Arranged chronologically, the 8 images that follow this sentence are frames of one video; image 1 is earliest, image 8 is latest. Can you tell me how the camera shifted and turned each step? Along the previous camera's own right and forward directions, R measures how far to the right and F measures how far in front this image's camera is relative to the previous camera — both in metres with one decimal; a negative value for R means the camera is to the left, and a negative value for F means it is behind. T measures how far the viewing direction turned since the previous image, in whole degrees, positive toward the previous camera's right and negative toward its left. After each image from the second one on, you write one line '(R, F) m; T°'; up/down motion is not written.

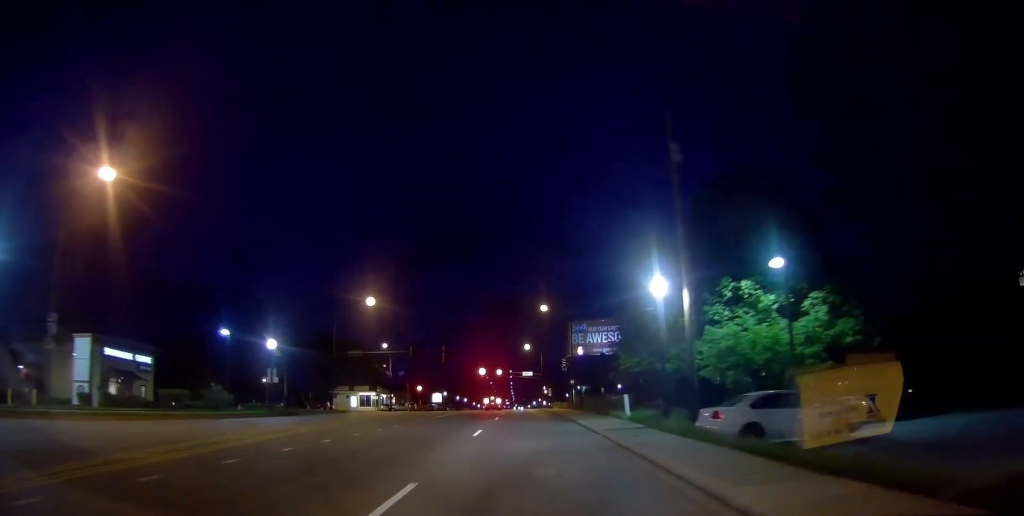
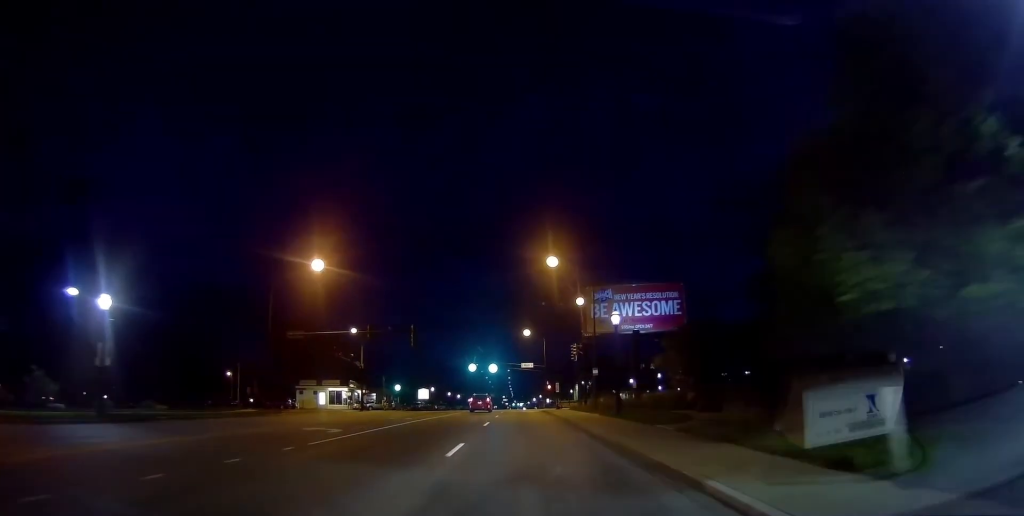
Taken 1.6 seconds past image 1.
(-0.5, +18.3) m; -2°
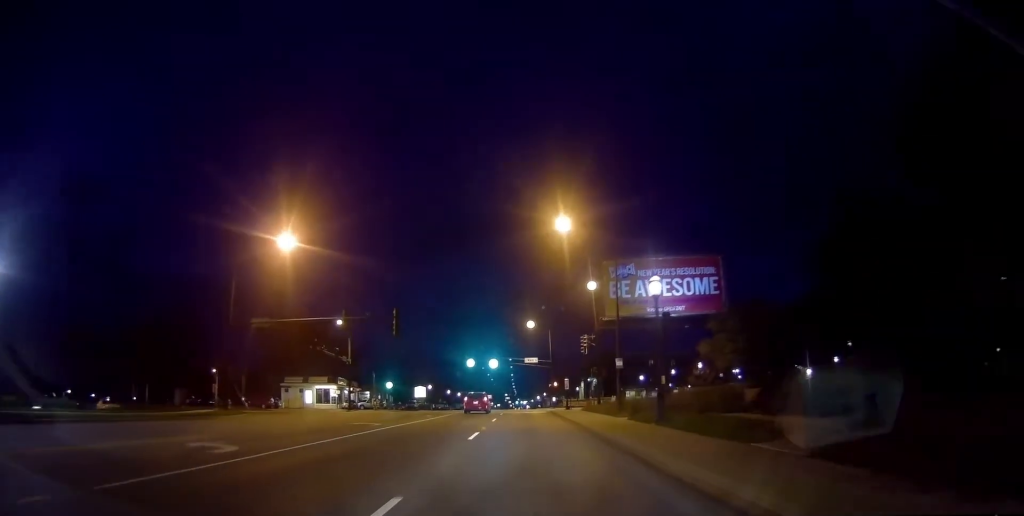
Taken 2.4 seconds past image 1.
(0.0, +8.2) m; 0°
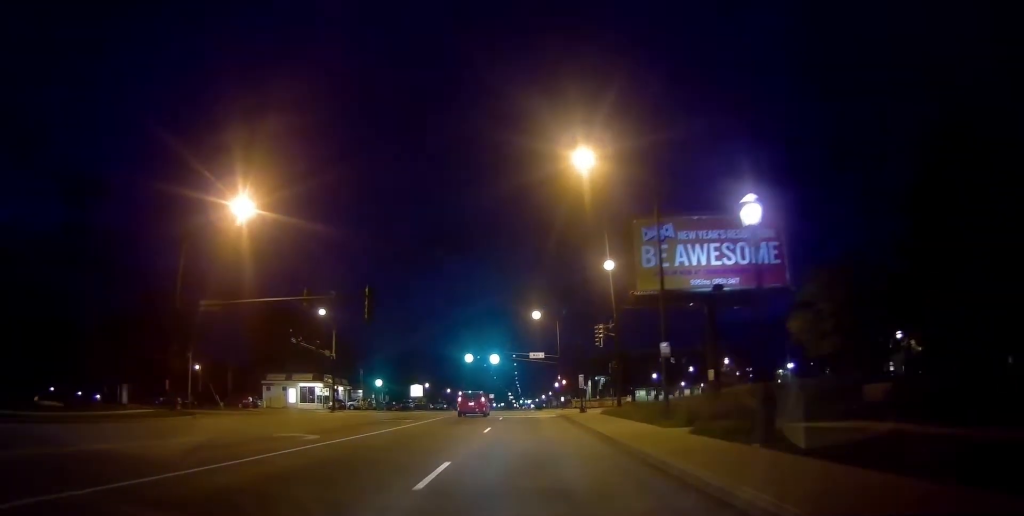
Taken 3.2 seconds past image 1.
(0.0, +8.5) m; 0°
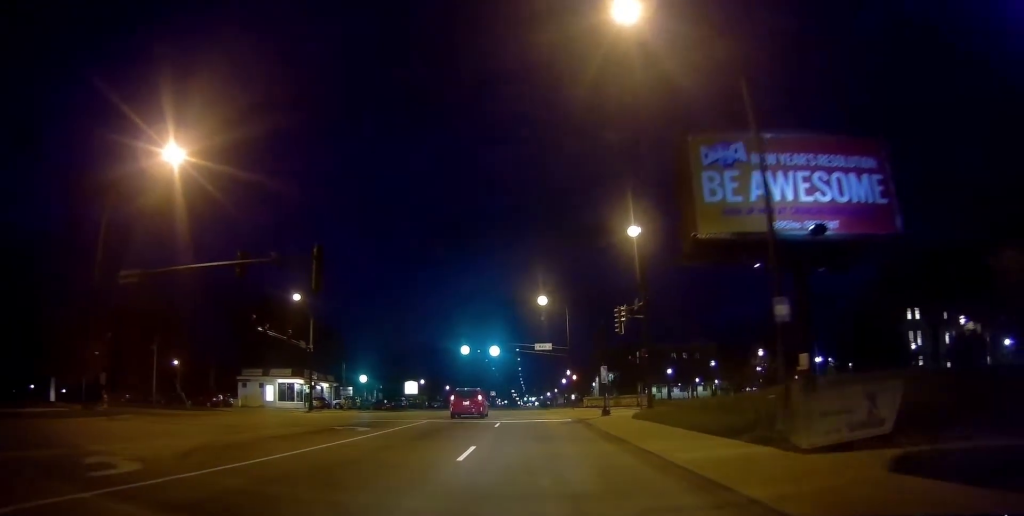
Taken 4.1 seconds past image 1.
(0.0, +9.2) m; 0°
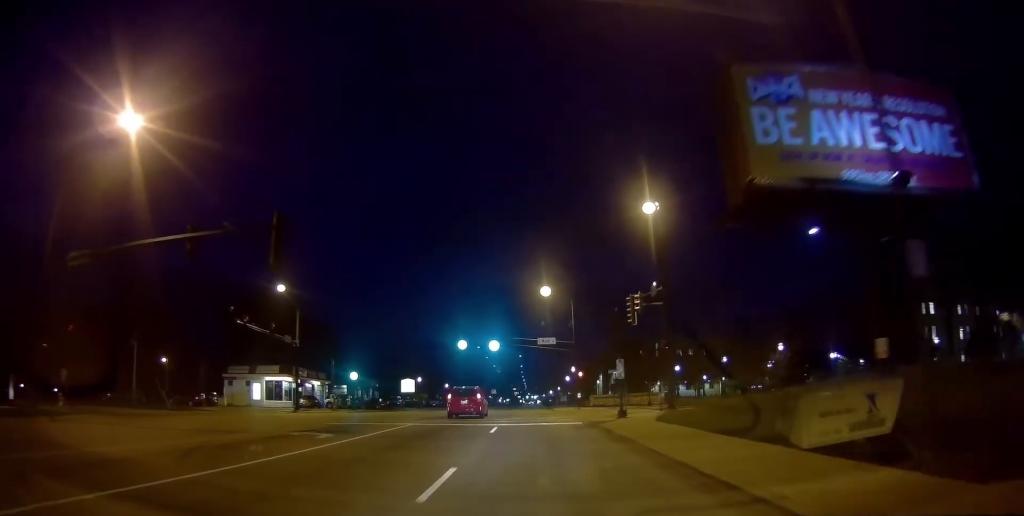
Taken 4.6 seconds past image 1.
(0.0, +4.1) m; 0°
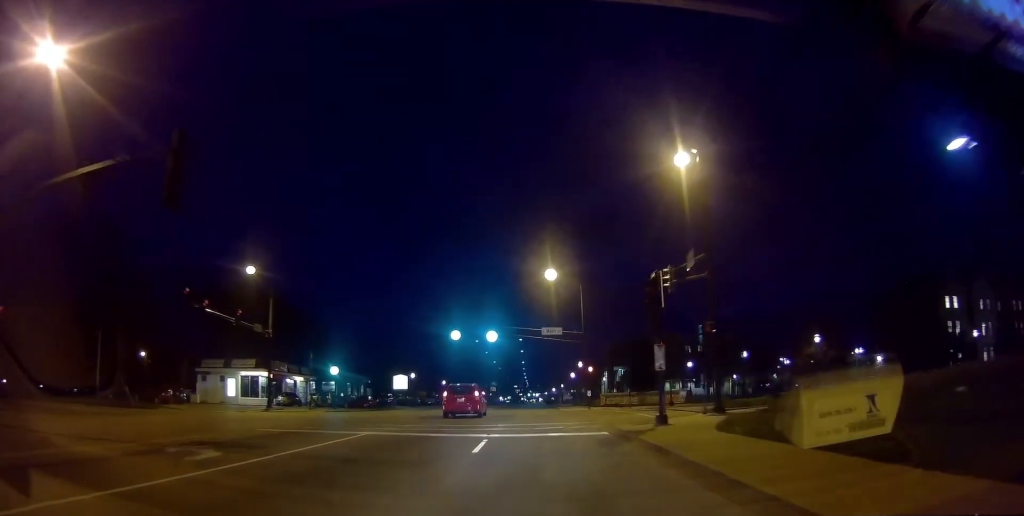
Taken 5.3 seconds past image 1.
(0.0, +7.2) m; 0°
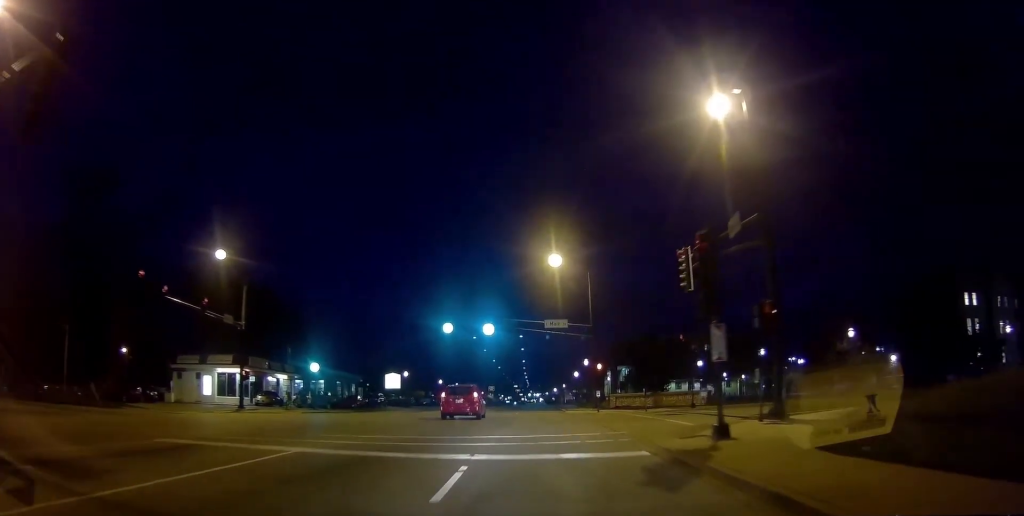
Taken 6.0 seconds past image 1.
(0.0, +5.7) m; 0°
